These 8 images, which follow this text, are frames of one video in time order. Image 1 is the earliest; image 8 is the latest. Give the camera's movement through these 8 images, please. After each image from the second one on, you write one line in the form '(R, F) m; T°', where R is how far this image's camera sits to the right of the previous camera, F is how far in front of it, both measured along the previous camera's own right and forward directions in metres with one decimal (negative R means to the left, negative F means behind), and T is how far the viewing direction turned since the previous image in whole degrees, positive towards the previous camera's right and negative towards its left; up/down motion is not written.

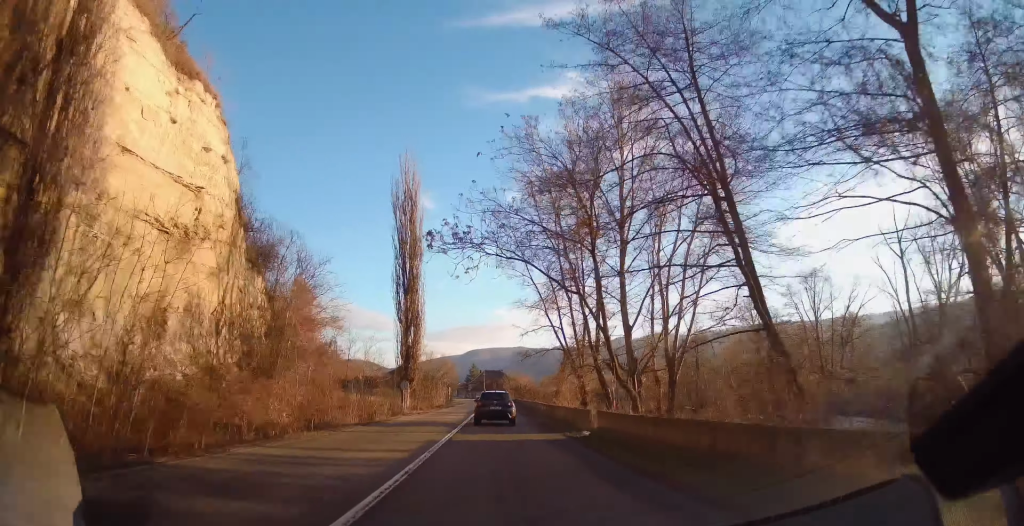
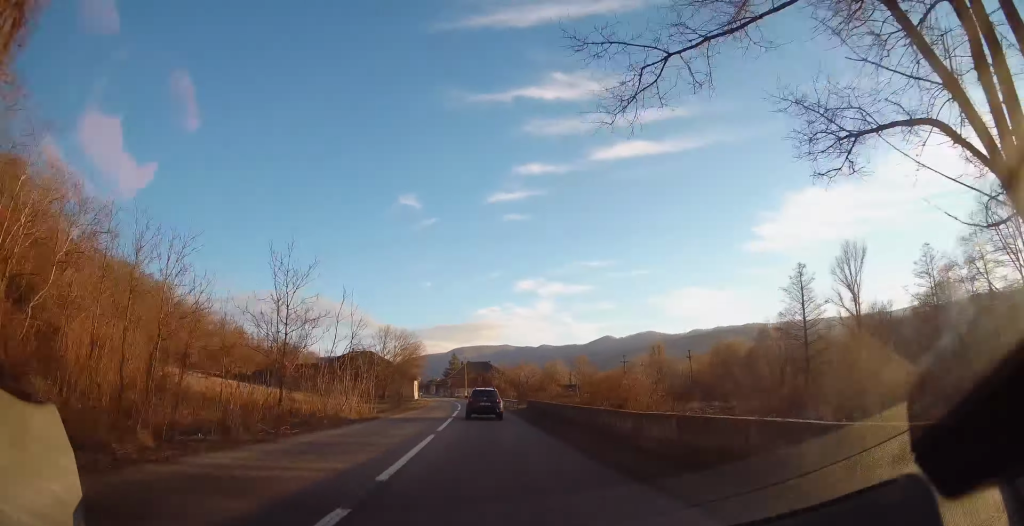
(+1.6, +46.5) m; +3°
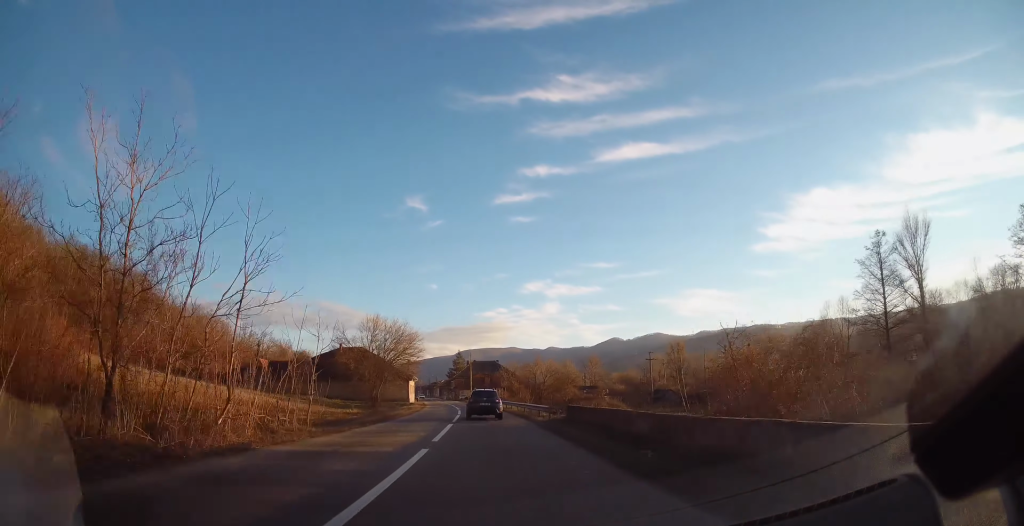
(0.0, +15.6) m; -1°
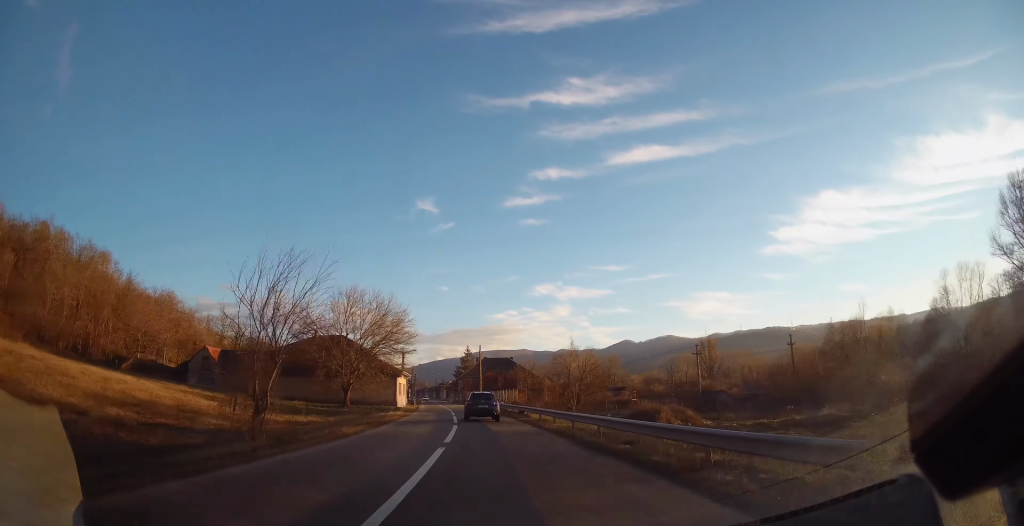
(-0.4, +21.6) m; -2°
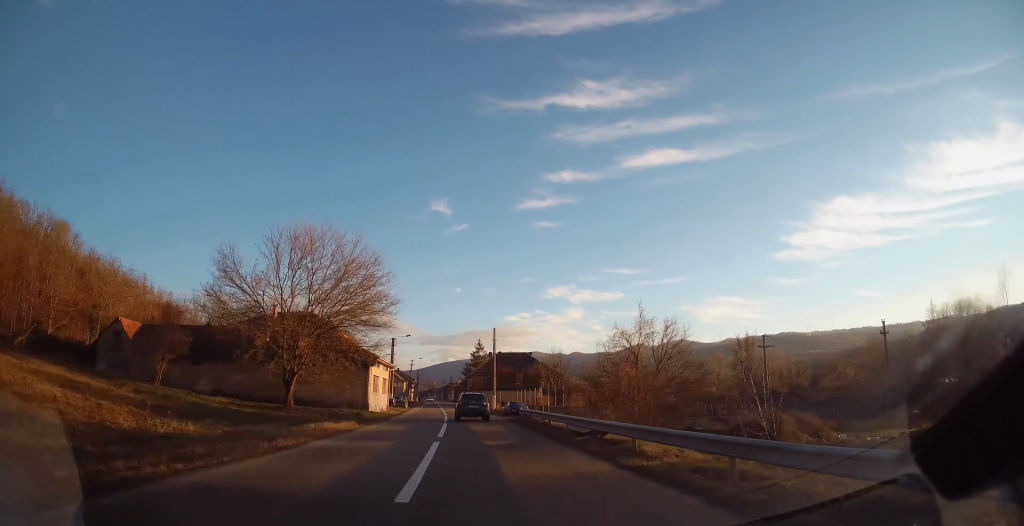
(-0.3, +21.0) m; -1°
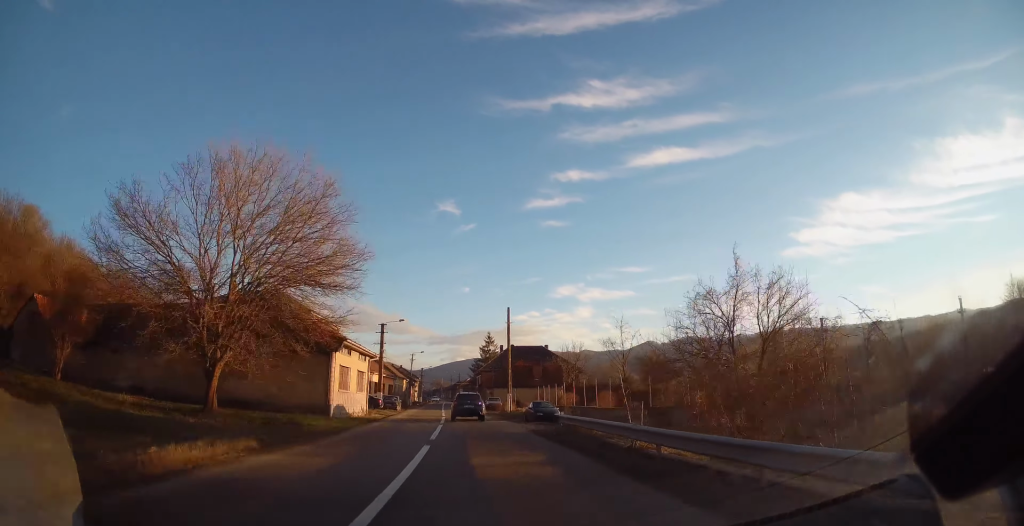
(-0.1, +12.6) m; -1°
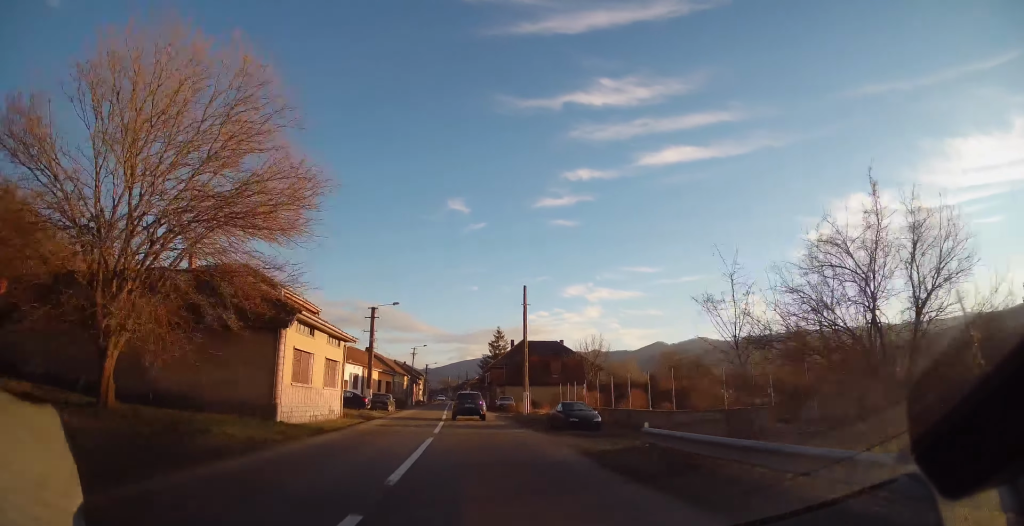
(-0.1, +8.8) m; -1°
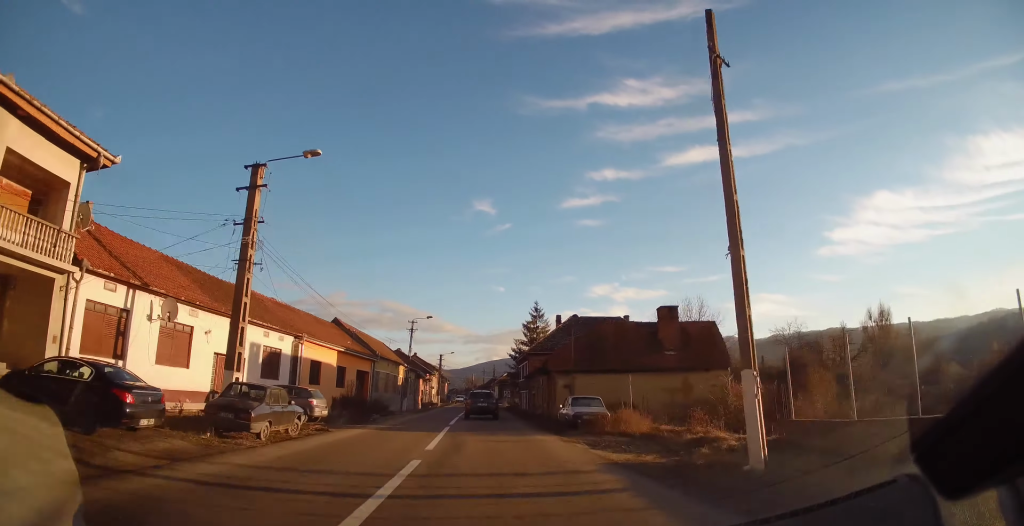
(-0.7, +28.6) m; -2°
